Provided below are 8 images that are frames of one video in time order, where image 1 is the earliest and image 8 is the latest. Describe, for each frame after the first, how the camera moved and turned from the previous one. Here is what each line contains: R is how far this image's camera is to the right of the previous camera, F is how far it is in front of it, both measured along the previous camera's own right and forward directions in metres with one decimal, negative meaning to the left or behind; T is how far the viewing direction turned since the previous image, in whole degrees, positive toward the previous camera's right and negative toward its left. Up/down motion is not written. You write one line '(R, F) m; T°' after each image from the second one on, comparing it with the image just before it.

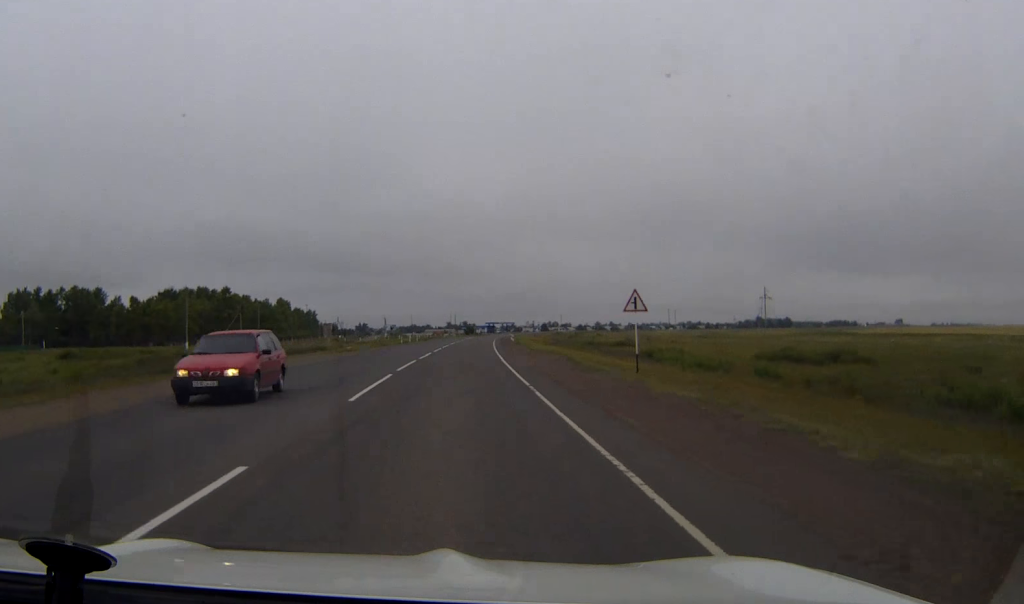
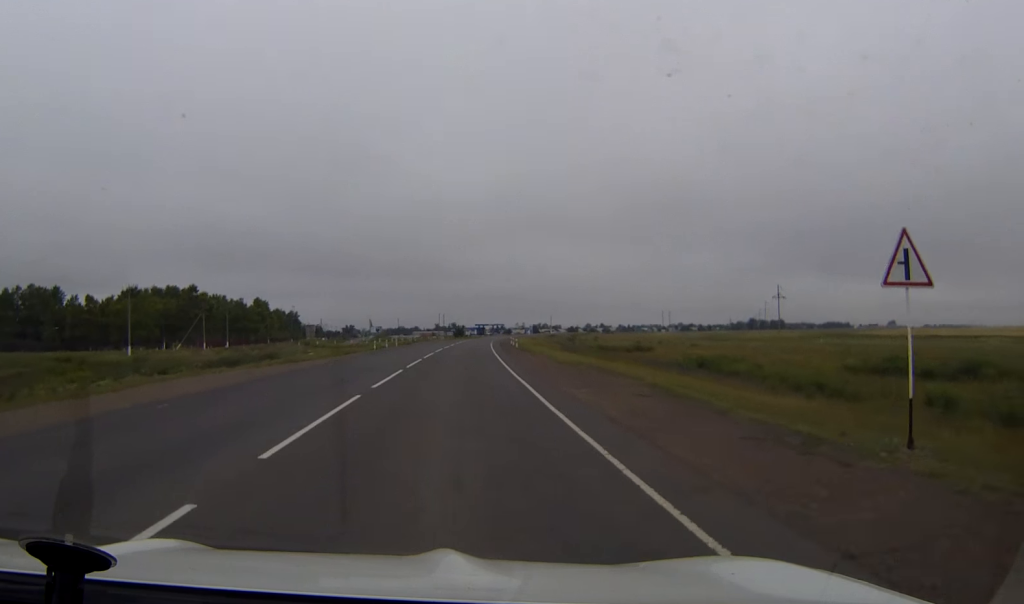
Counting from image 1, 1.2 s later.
(+0.2, +20.0) m; +1°
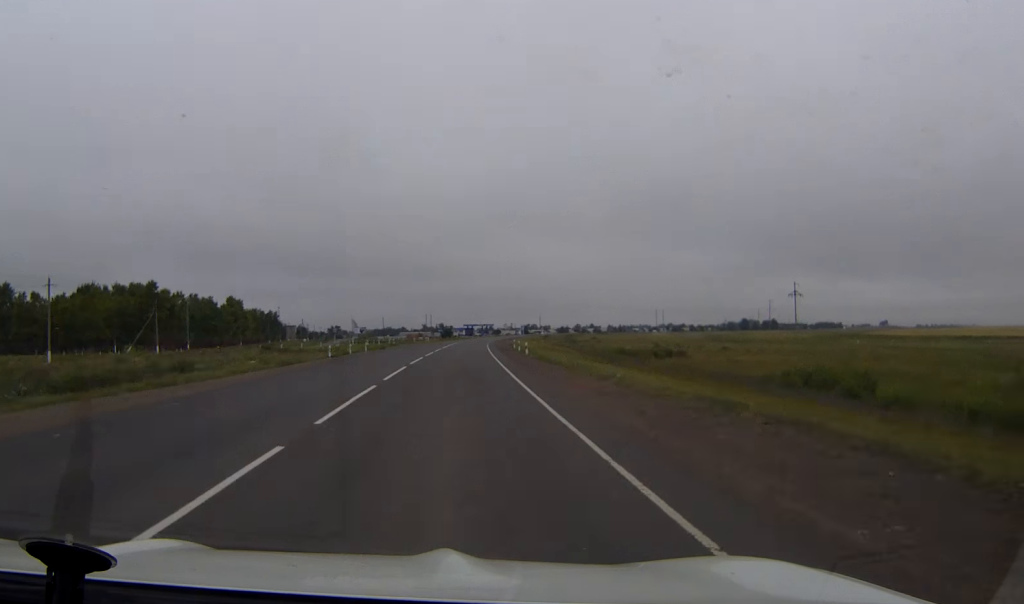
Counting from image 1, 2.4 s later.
(+0.1, +20.2) m; +1°
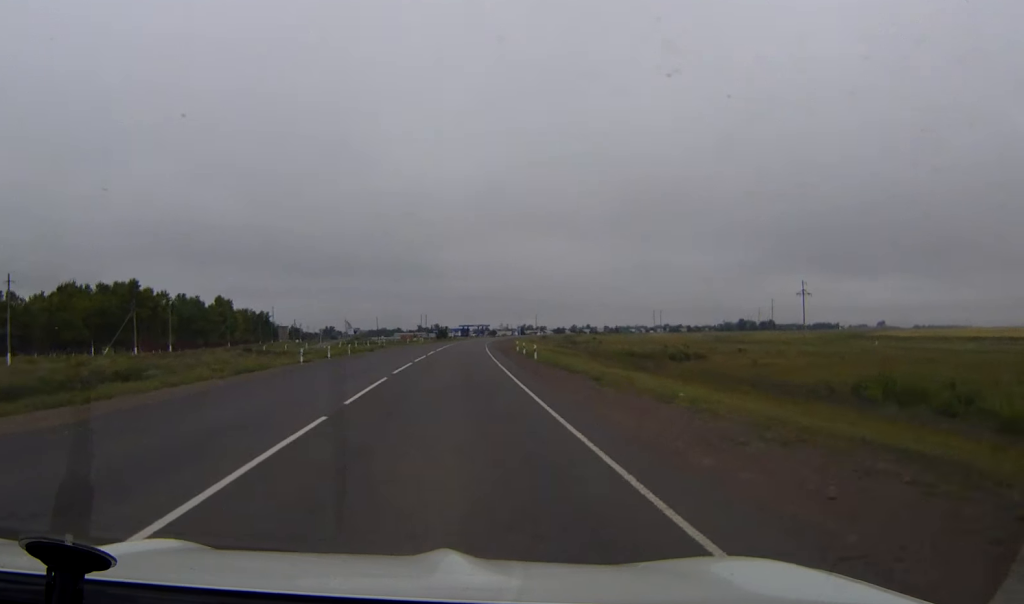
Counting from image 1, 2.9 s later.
(0.0, +8.3) m; 0°
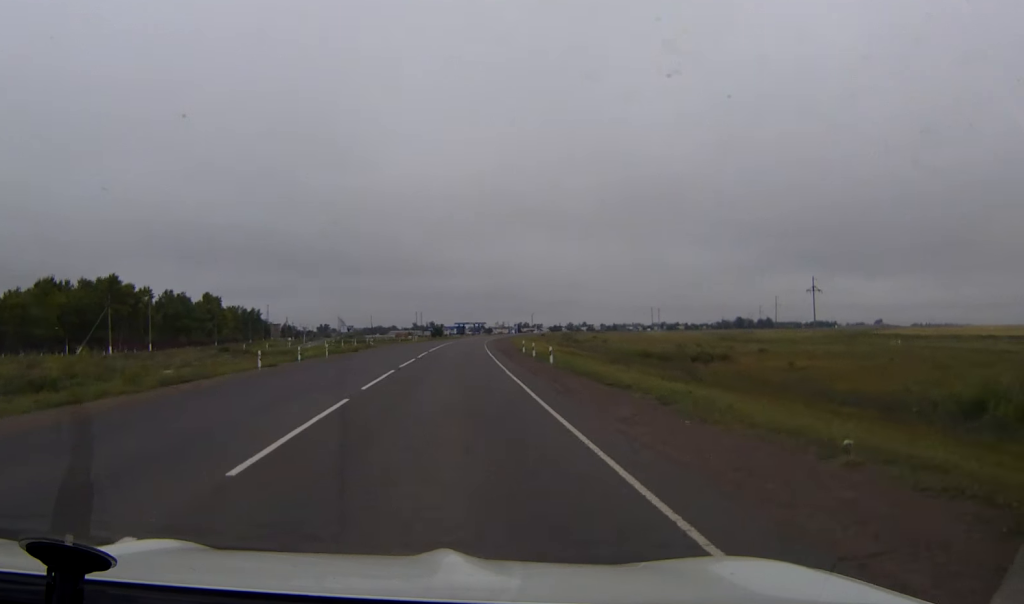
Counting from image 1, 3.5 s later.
(0.0, +8.9) m; 0°
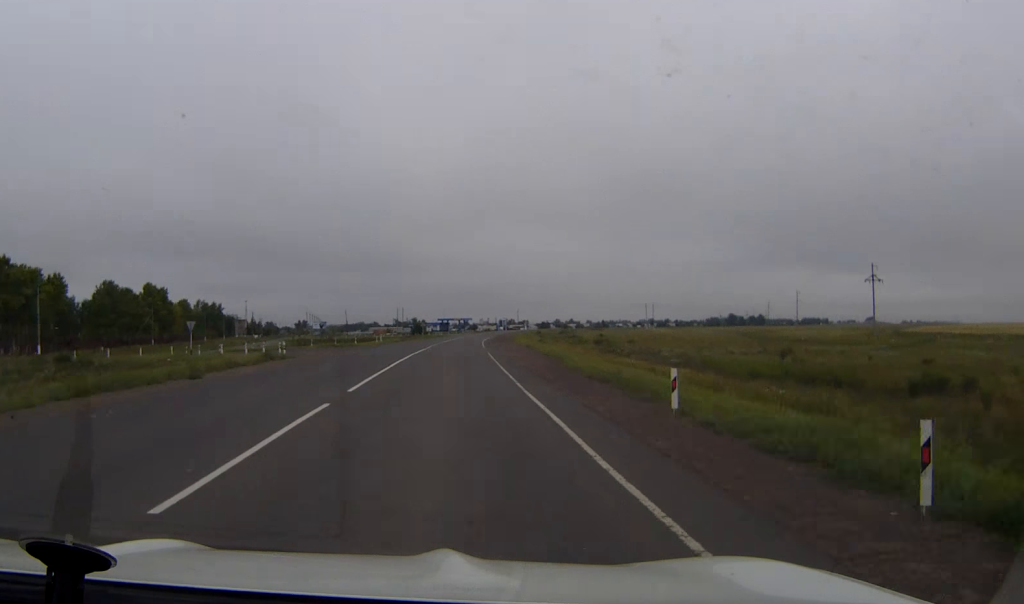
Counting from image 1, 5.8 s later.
(+0.2, +38.8) m; +1°
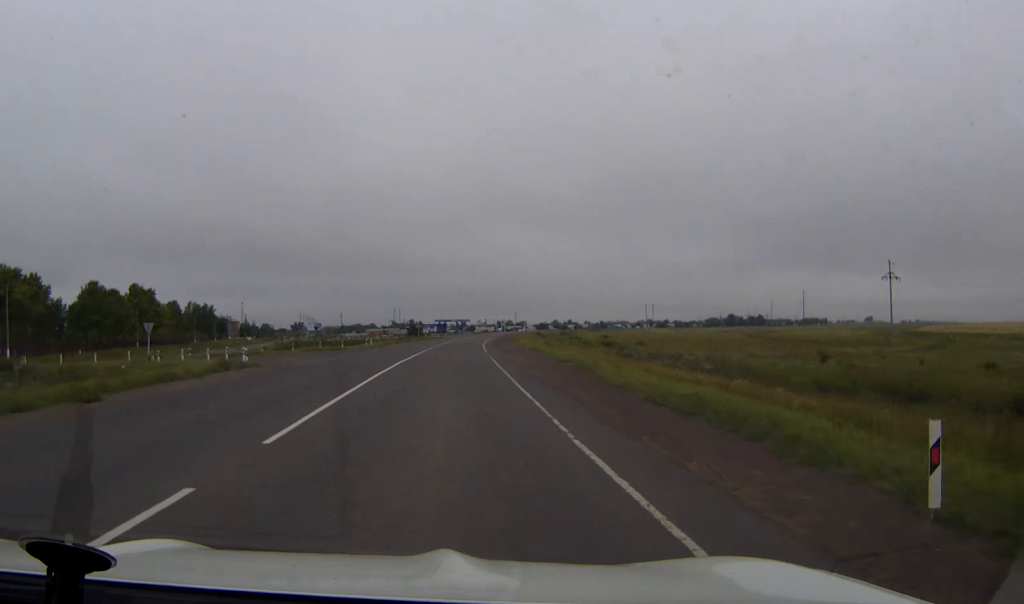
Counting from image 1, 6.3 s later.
(0.0, +8.5) m; 0°
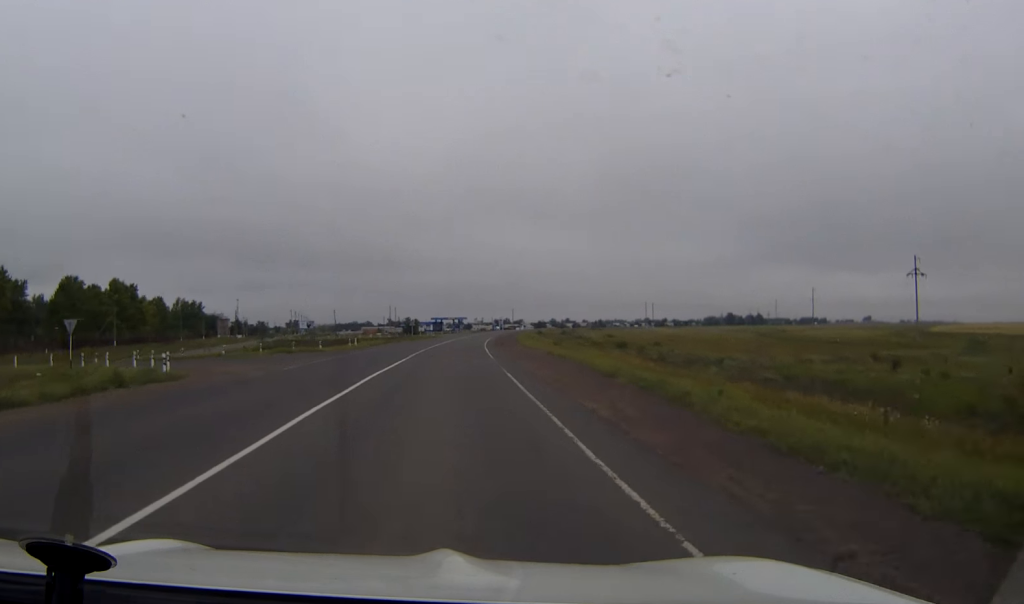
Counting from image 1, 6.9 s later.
(0.0, +11.3) m; 0°
